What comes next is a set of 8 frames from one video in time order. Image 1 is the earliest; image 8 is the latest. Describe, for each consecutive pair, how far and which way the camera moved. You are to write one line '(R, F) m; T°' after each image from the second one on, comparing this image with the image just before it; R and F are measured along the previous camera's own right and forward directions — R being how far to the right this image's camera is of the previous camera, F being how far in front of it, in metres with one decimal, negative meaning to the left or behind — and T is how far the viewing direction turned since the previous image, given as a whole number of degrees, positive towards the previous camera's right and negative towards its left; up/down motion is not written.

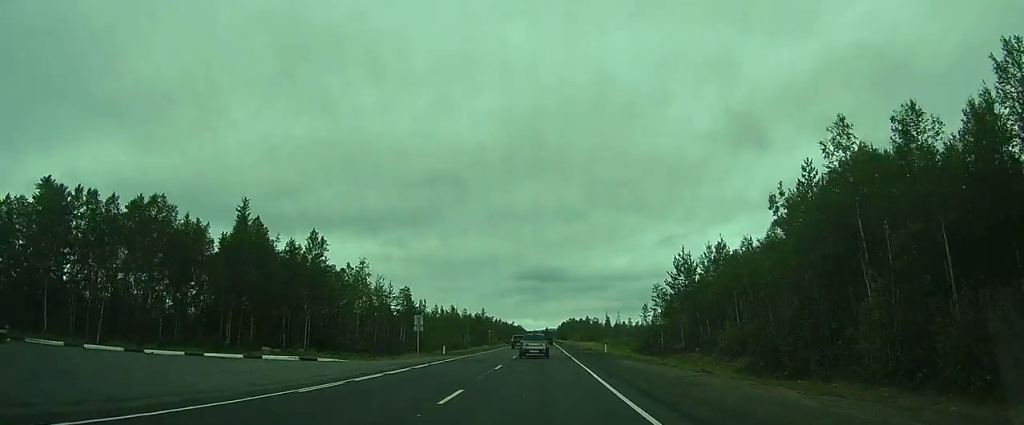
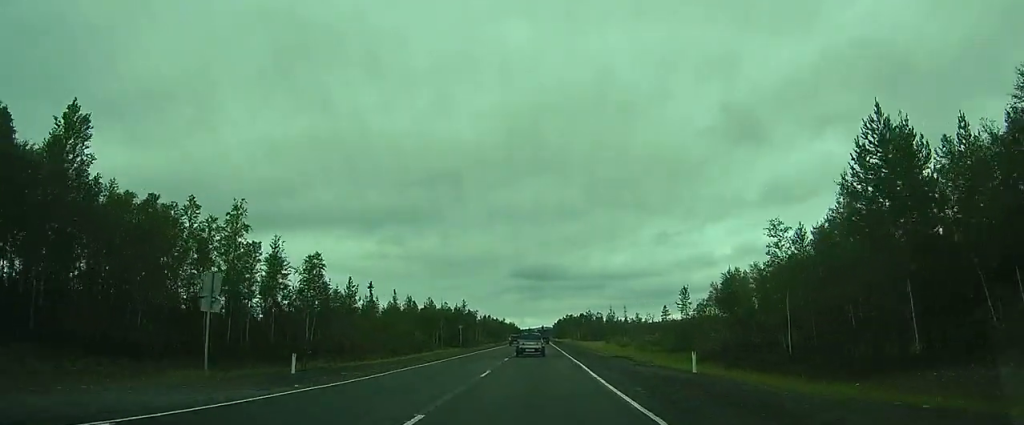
(+0.2, +27.4) m; 0°
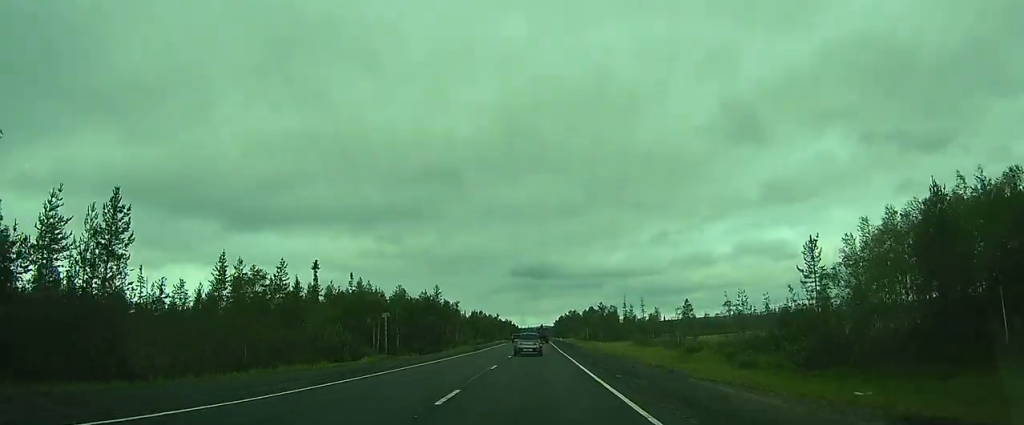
(-0.2, +29.9) m; -2°
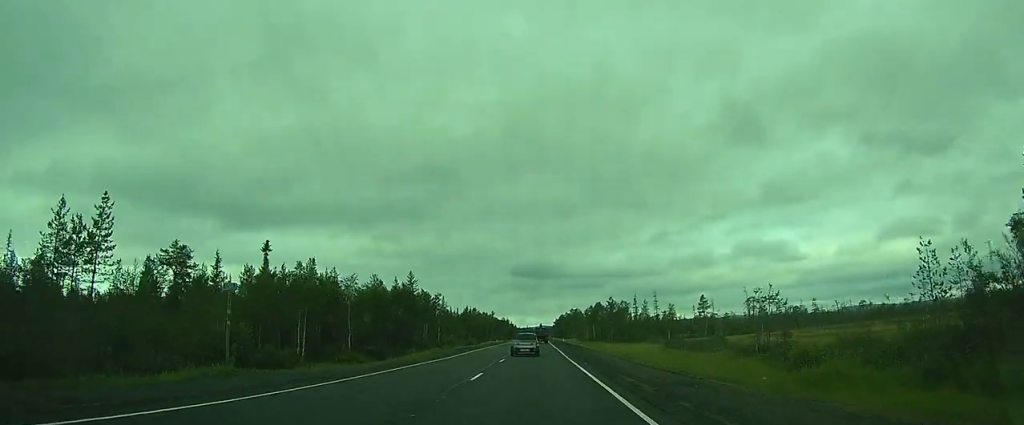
(-0.4, +17.0) m; -1°
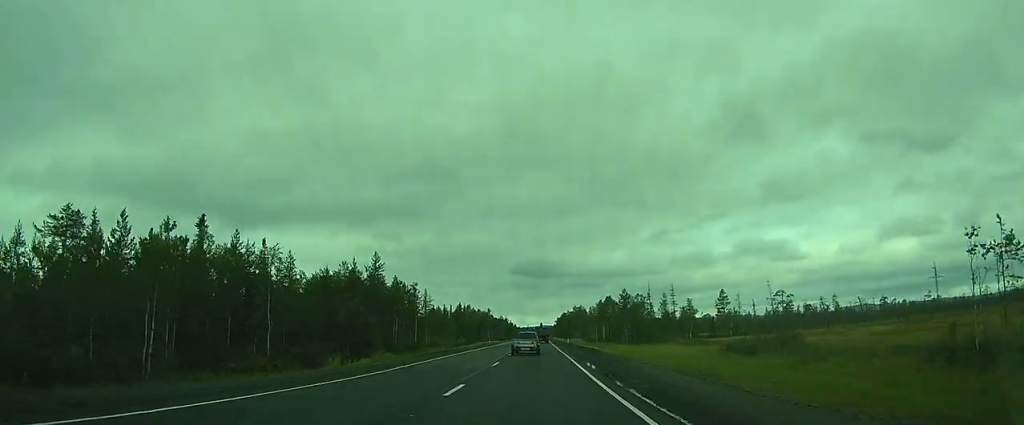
(0.0, +15.6) m; 0°
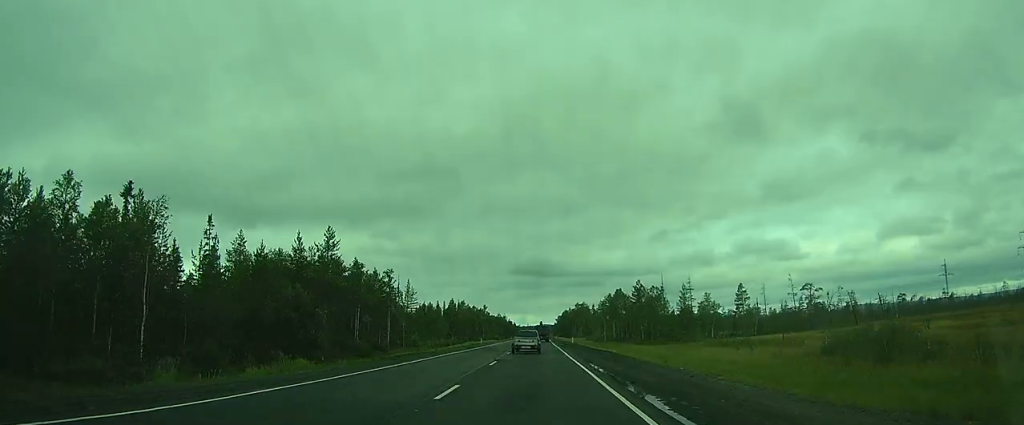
(+0.1, +12.2) m; 0°
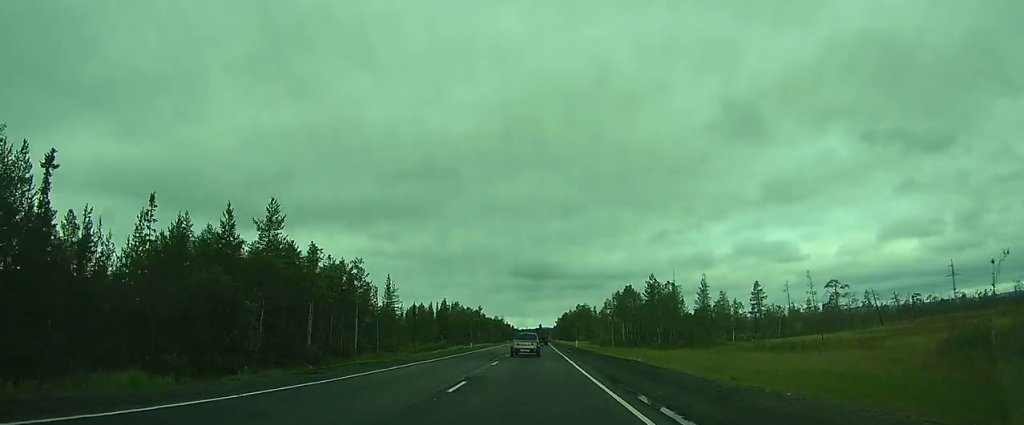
(+0.1, +9.5) m; 0°
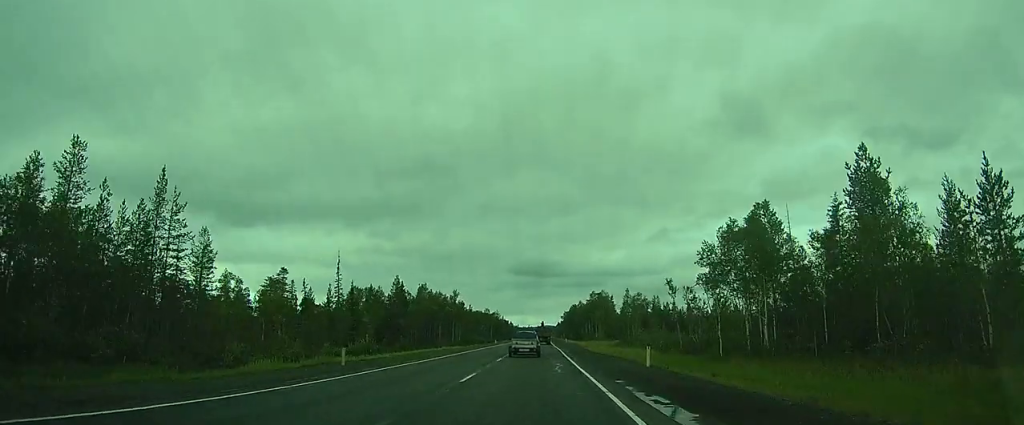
(-1.1, +42.2) m; -3°
